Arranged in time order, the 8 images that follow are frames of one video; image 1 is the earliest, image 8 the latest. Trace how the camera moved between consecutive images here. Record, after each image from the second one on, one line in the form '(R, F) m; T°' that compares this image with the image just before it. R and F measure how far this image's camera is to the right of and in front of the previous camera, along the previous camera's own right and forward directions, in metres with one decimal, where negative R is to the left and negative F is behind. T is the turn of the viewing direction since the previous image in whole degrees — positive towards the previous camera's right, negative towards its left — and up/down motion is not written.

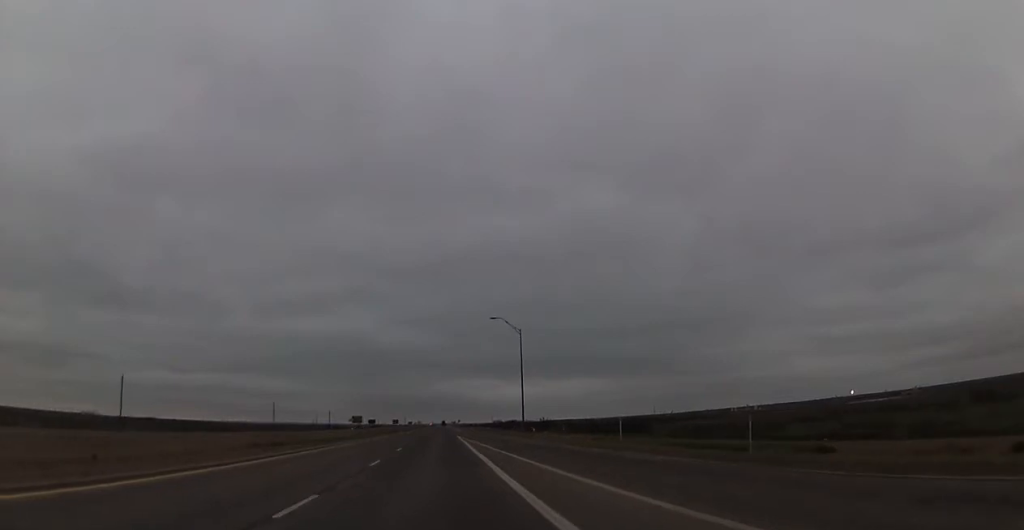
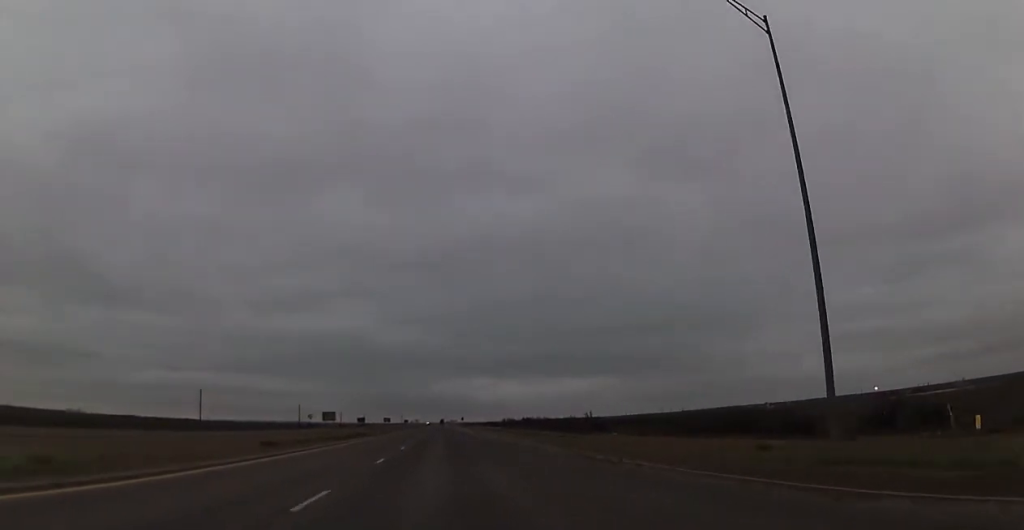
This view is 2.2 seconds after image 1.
(-0.6, +71.8) m; 0°
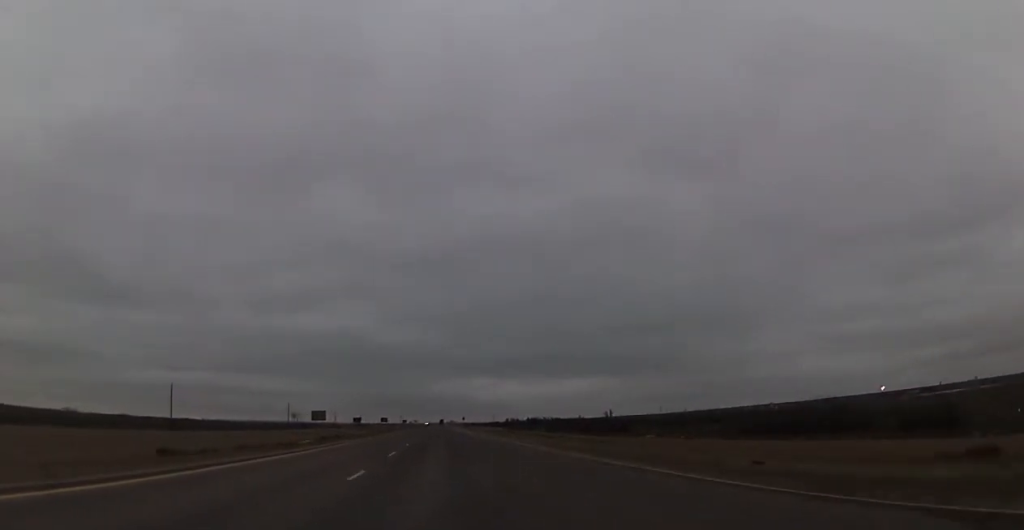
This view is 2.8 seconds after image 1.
(+0.1, +18.3) m; 0°
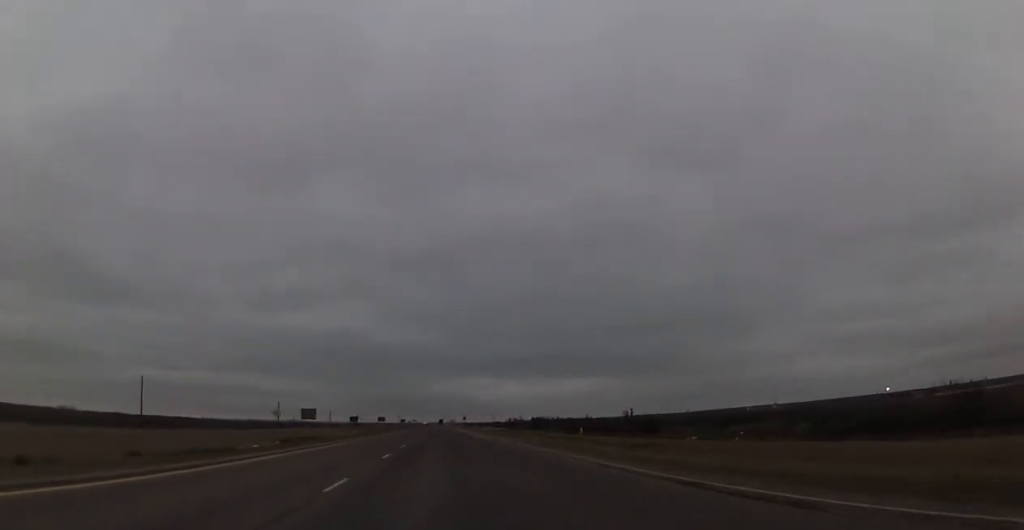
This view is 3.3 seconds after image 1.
(0.0, +15.0) m; 0°
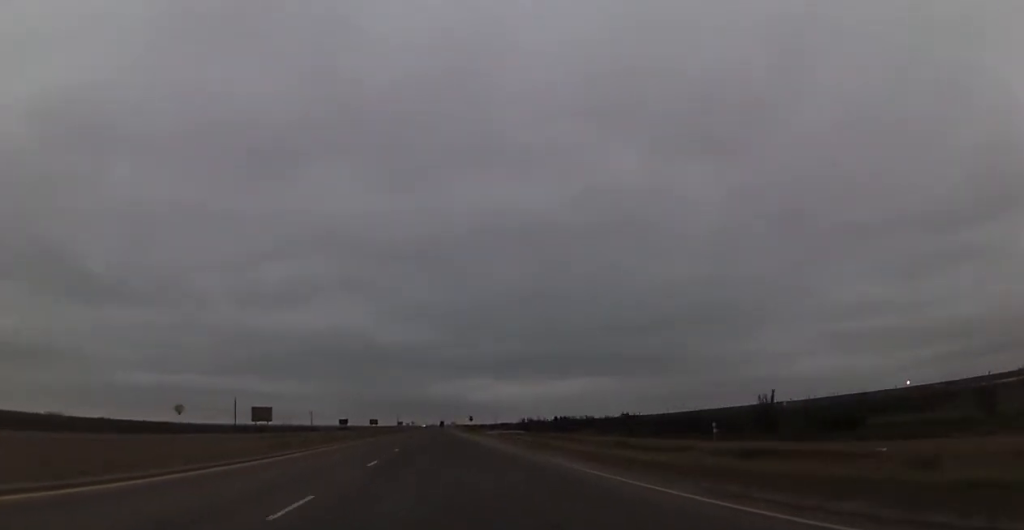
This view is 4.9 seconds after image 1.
(0.0, +51.8) m; 0°
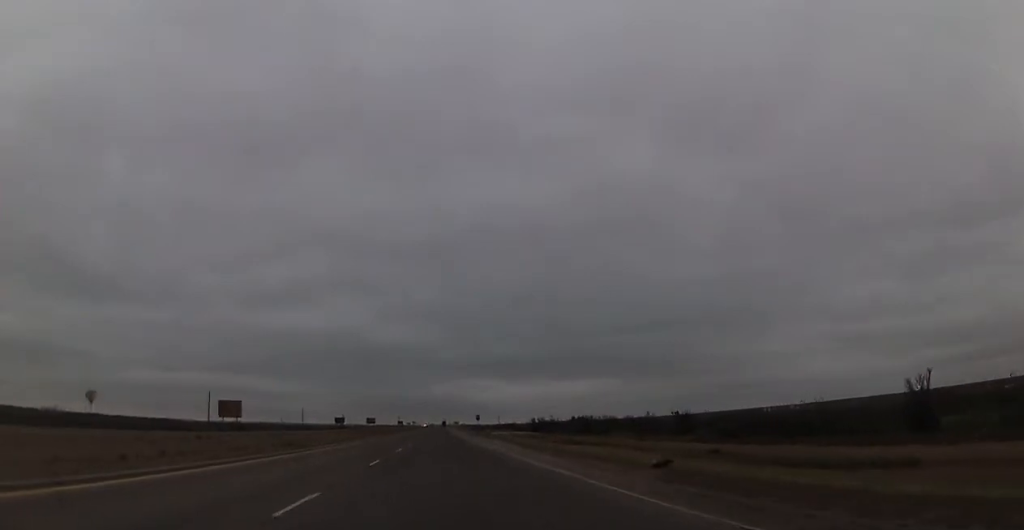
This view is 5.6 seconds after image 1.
(-0.2, +23.8) m; 0°
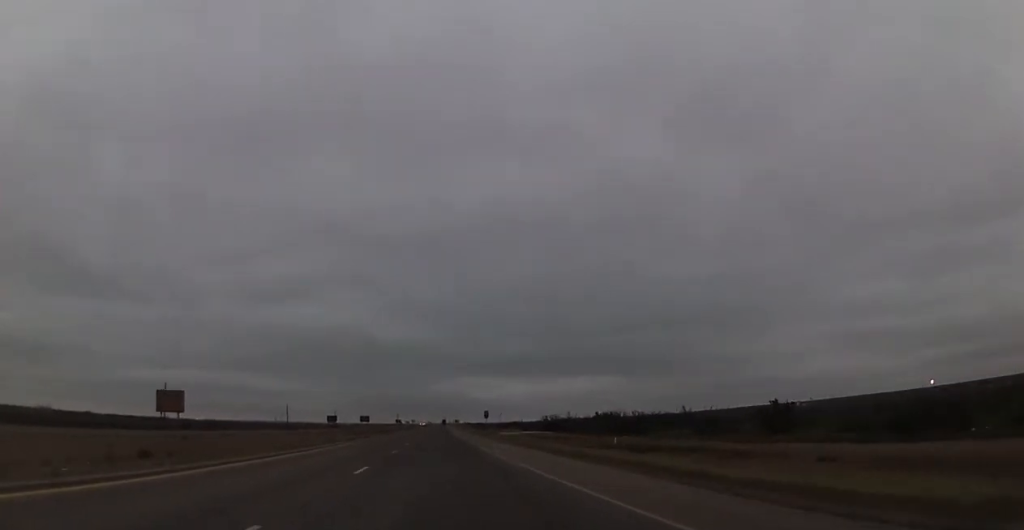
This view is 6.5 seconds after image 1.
(+0.1, +28.2) m; +1°
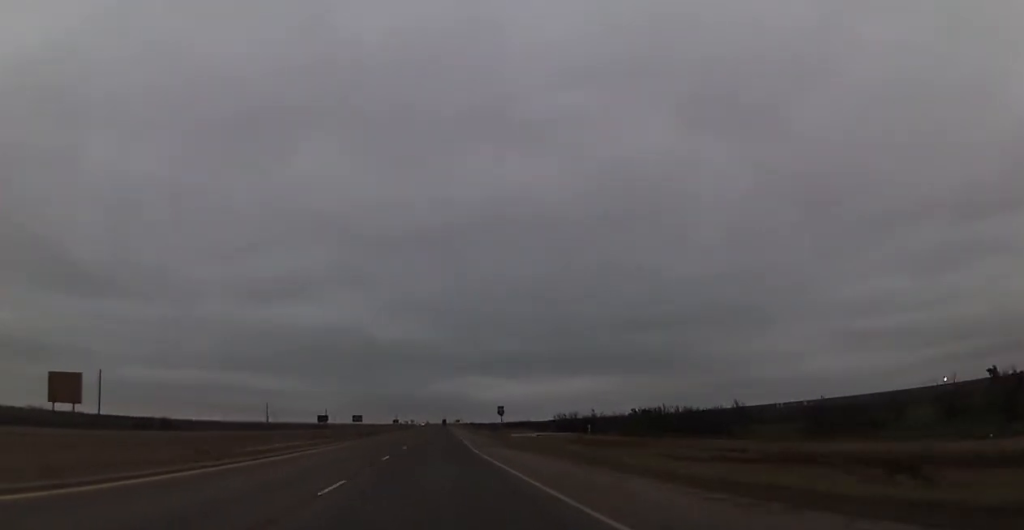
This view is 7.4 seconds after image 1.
(+0.2, +29.3) m; 0°
